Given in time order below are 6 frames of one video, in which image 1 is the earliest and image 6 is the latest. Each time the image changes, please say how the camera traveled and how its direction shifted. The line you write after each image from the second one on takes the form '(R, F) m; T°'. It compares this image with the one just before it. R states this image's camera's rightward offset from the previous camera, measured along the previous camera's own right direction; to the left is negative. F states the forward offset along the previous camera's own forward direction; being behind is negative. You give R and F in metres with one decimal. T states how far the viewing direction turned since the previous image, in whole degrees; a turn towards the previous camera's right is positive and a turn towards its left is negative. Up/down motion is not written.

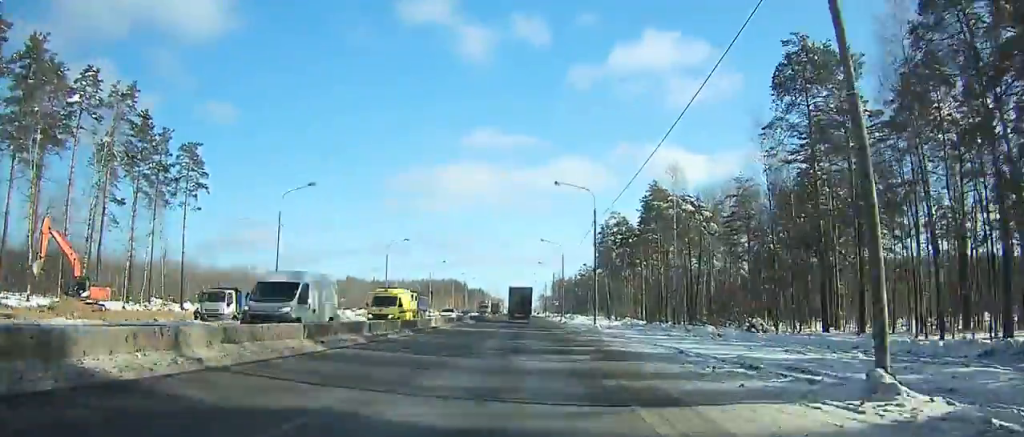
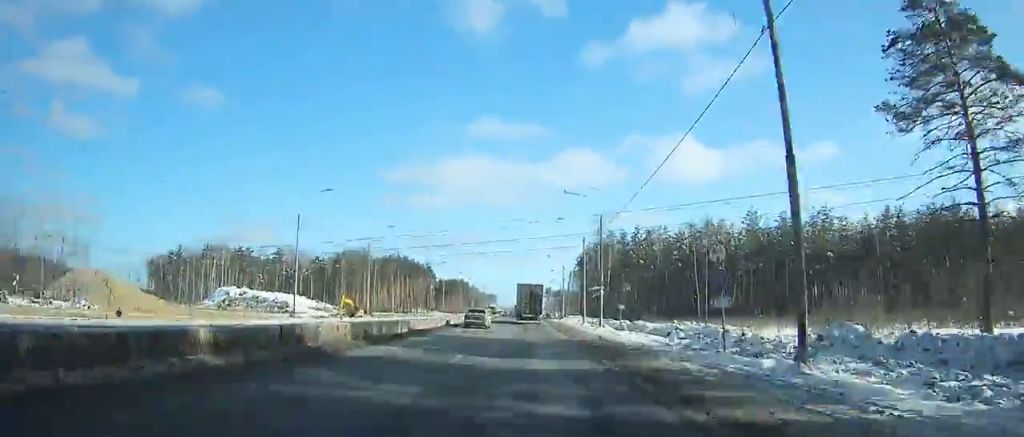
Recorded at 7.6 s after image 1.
(+0.1, +168.8) m; +1°
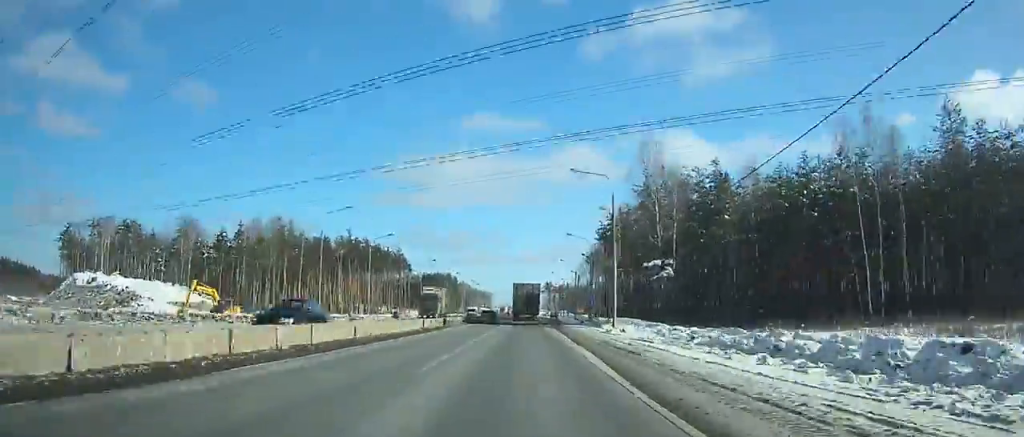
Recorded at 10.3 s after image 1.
(+0.6, +59.3) m; 0°
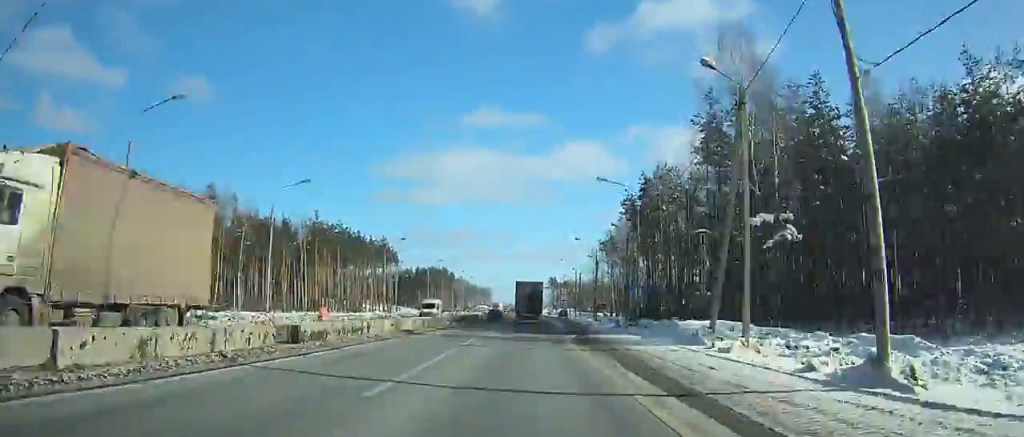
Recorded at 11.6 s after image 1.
(-0.1, +28.1) m; 0°
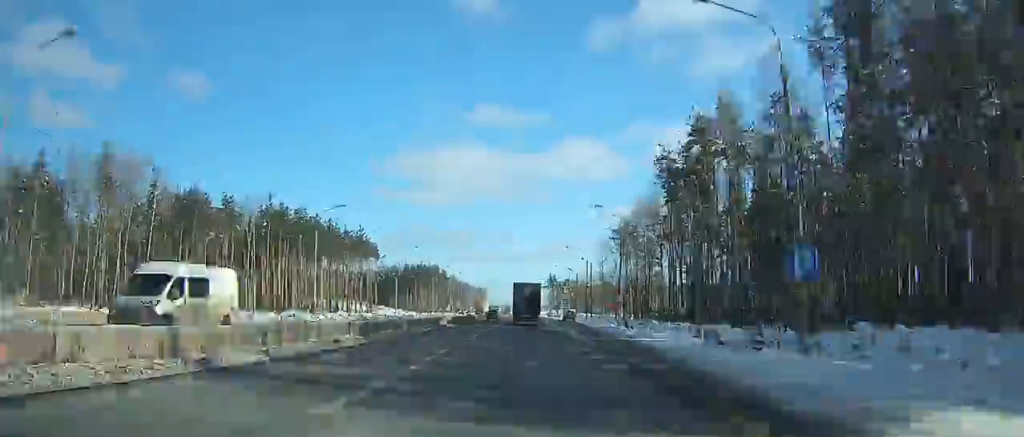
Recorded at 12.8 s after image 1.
(0.0, +25.9) m; 0°
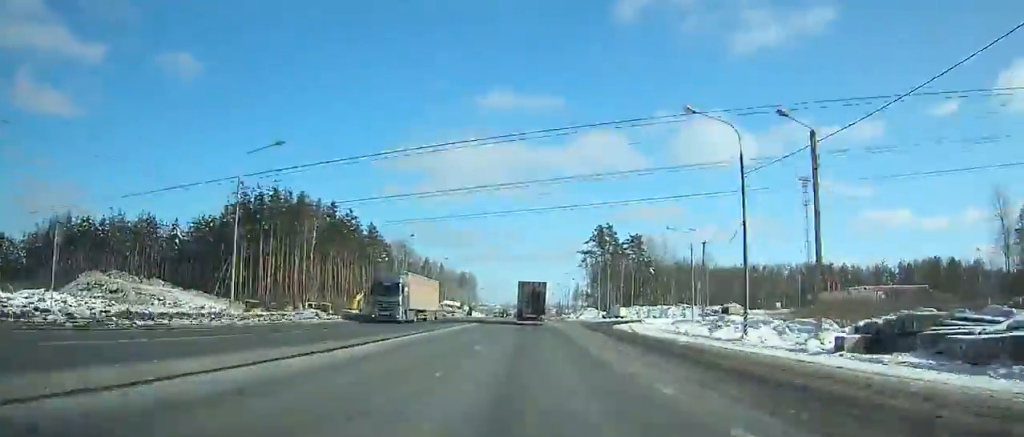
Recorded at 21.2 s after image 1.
(-1.6, +180.3) m; 0°
